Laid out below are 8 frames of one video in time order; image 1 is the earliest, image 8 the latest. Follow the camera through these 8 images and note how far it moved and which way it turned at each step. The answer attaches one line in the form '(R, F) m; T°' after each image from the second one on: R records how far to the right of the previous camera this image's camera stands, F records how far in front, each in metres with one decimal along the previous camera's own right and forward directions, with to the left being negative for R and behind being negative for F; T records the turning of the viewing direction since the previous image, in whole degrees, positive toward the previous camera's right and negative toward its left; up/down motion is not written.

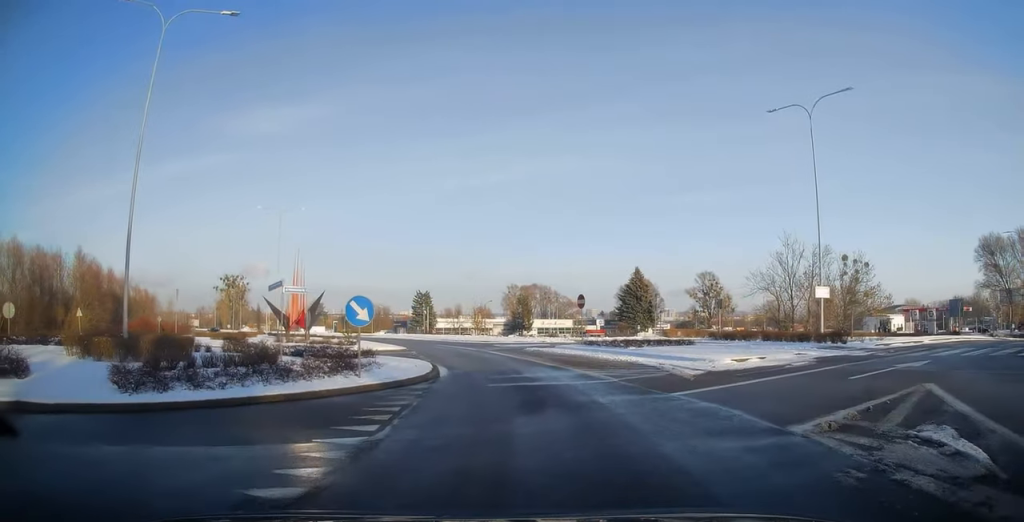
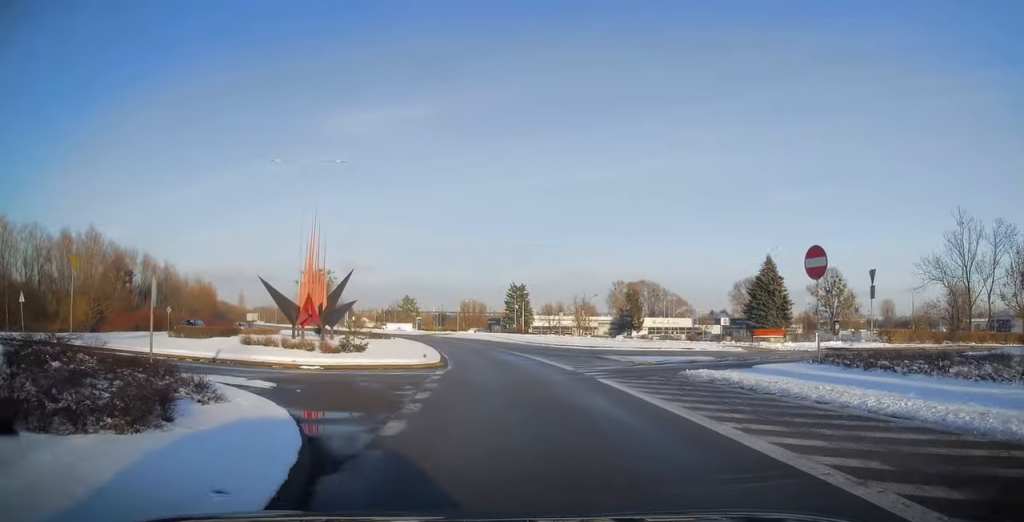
(-1.5, +19.4) m; -10°
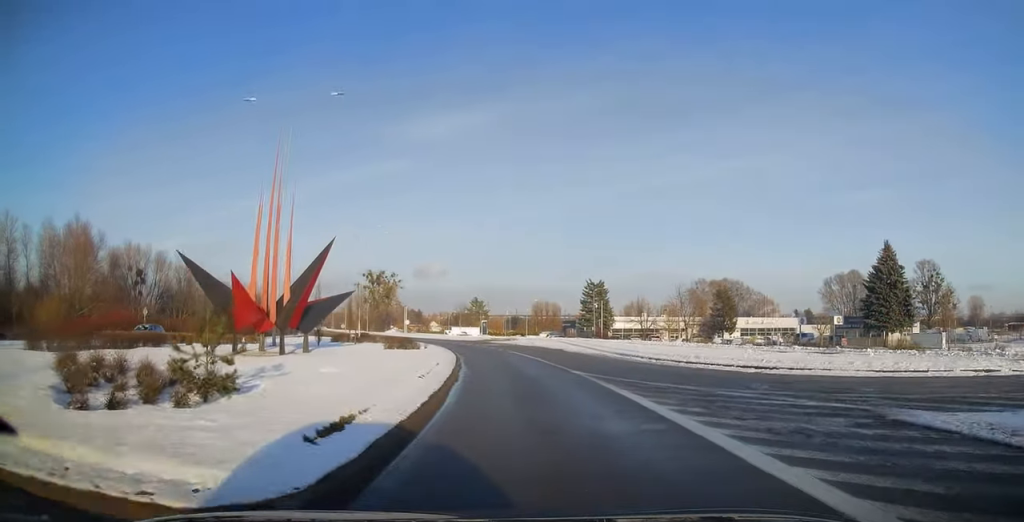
(-1.2, +16.2) m; -7°
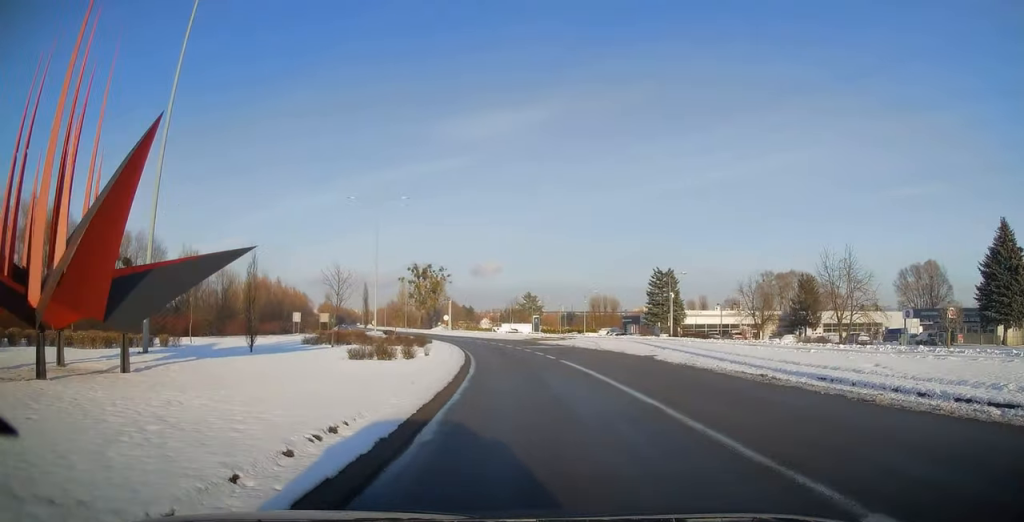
(-0.6, +15.4) m; -4°
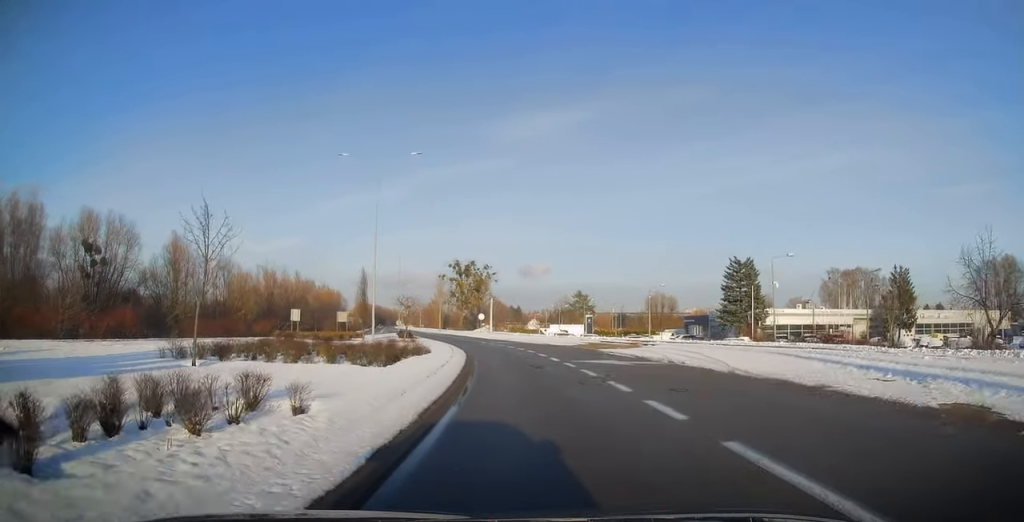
(-0.7, +16.6) m; -4°
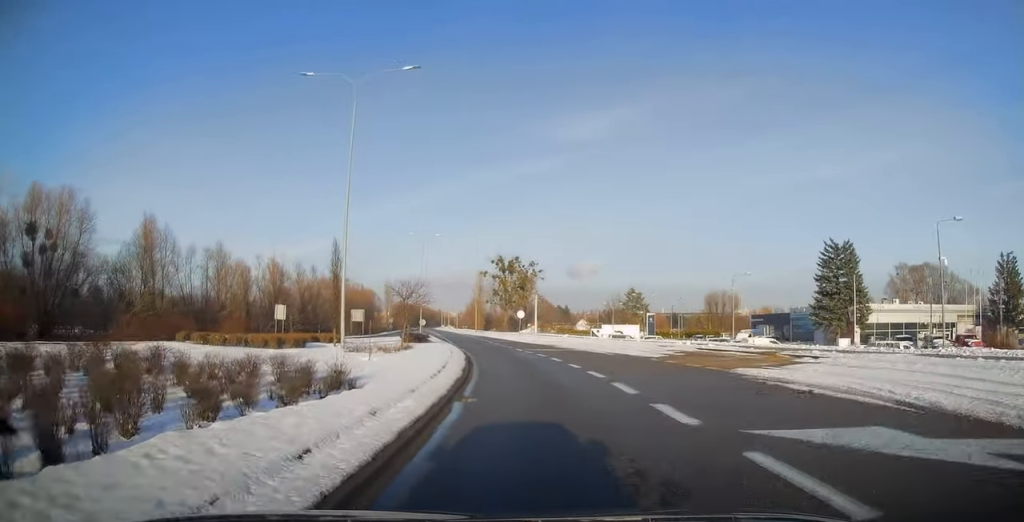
(-0.7, +16.3) m; -5°
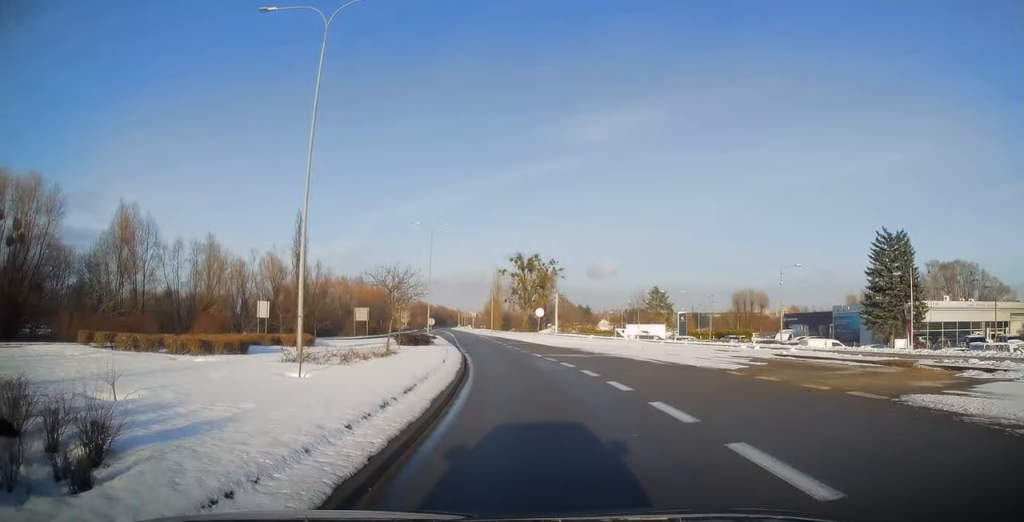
(-0.2, +7.5) m; -2°
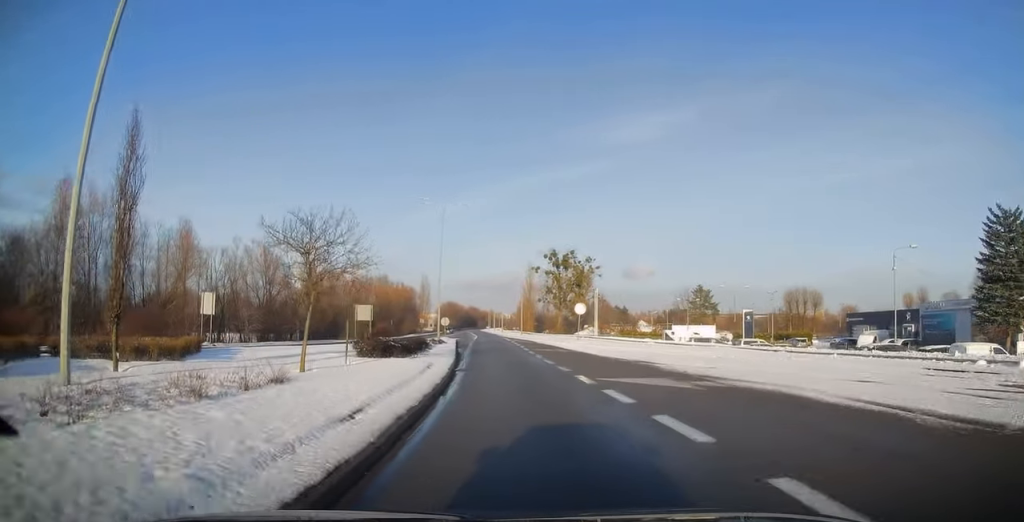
(-0.4, +13.4) m; -3°
